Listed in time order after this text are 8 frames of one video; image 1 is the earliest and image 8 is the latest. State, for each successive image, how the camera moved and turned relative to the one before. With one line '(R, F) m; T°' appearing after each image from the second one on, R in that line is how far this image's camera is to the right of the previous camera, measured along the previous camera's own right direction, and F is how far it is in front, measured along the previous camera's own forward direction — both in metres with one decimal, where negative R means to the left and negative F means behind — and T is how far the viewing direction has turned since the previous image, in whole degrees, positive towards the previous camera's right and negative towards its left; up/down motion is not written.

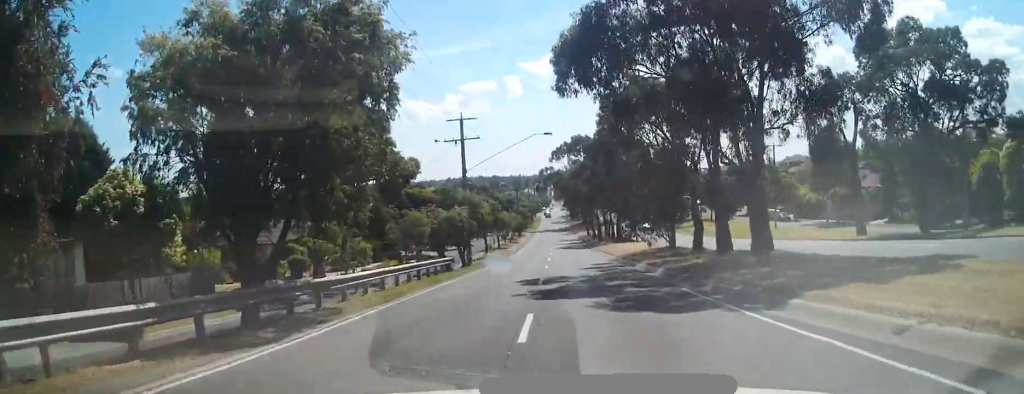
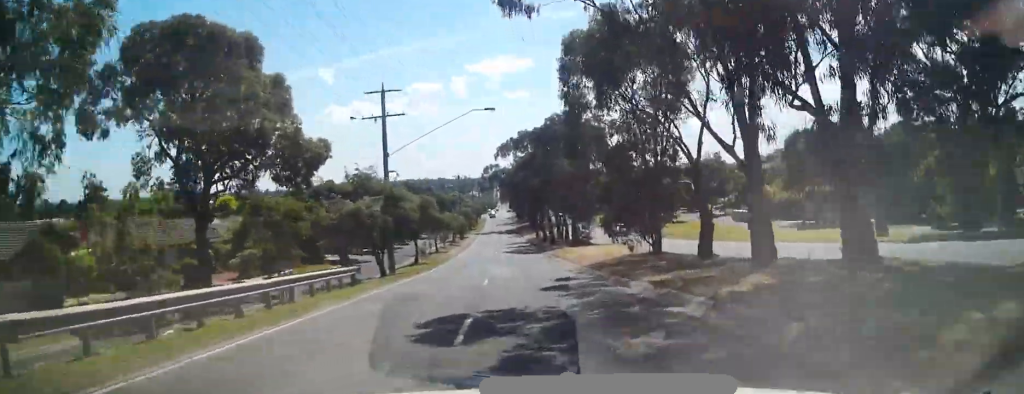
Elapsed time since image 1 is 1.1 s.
(0.0, +5.2) m; +1°
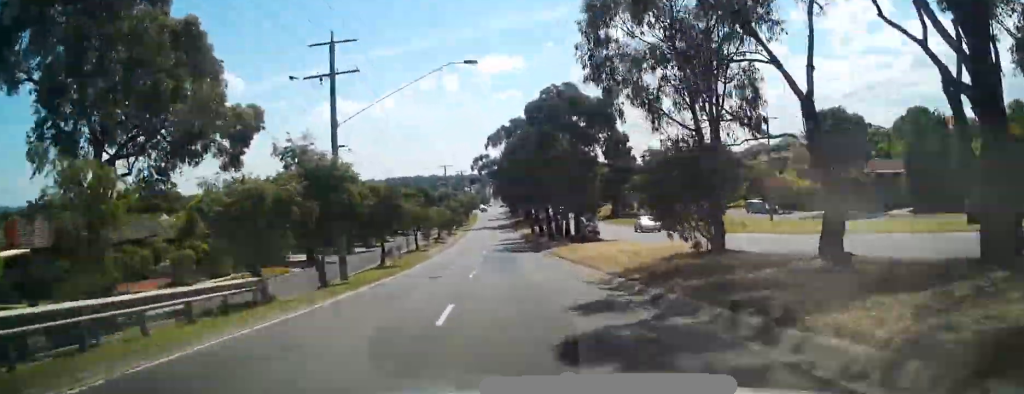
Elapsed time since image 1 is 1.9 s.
(0.0, +4.4) m; +7°
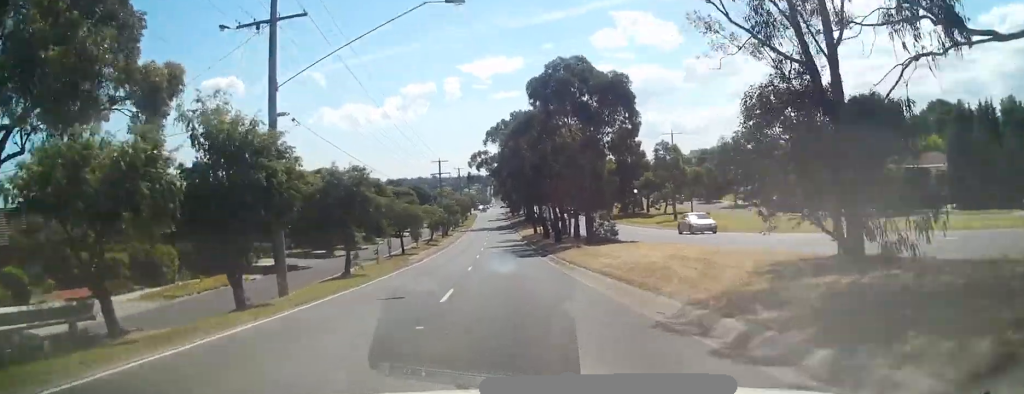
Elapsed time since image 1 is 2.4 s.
(+0.3, +4.0) m; +8°
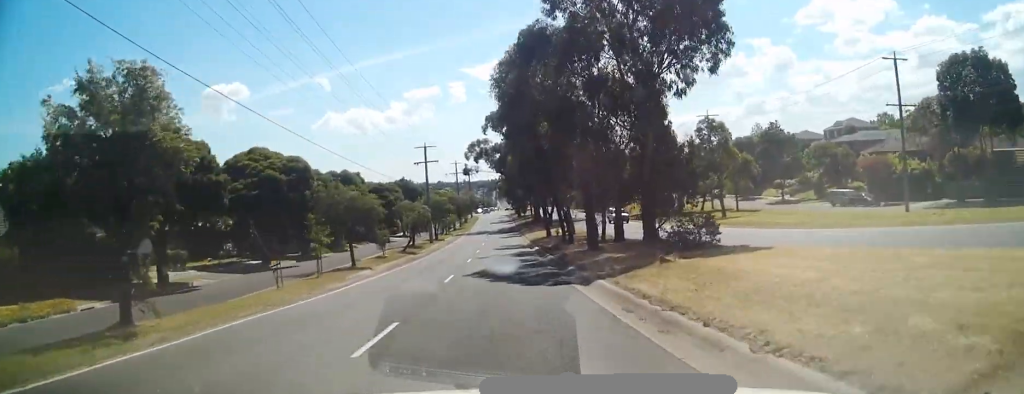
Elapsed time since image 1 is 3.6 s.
(+1.8, +11.2) m; +11°
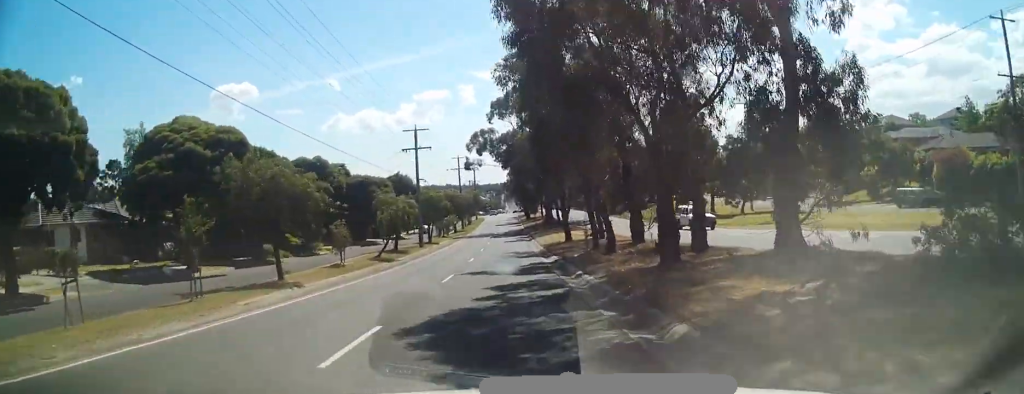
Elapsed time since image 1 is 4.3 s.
(+0.3, +10.1) m; +1°
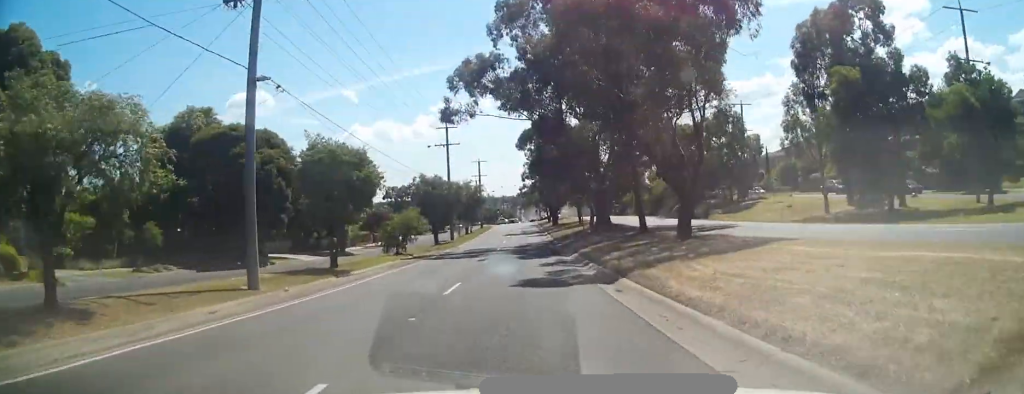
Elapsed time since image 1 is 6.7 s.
(-1.0, +39.3) m; -2°
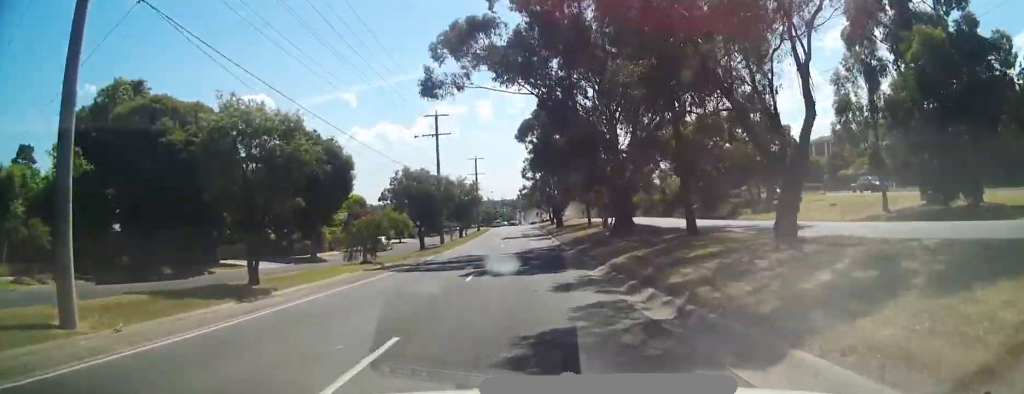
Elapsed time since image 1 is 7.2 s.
(0.0, +9.7) m; 0°
